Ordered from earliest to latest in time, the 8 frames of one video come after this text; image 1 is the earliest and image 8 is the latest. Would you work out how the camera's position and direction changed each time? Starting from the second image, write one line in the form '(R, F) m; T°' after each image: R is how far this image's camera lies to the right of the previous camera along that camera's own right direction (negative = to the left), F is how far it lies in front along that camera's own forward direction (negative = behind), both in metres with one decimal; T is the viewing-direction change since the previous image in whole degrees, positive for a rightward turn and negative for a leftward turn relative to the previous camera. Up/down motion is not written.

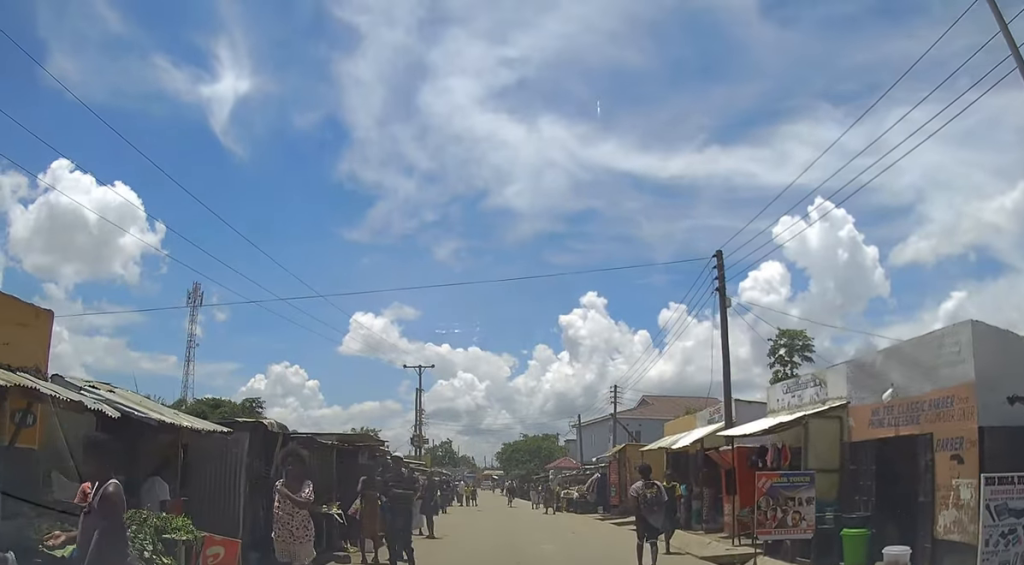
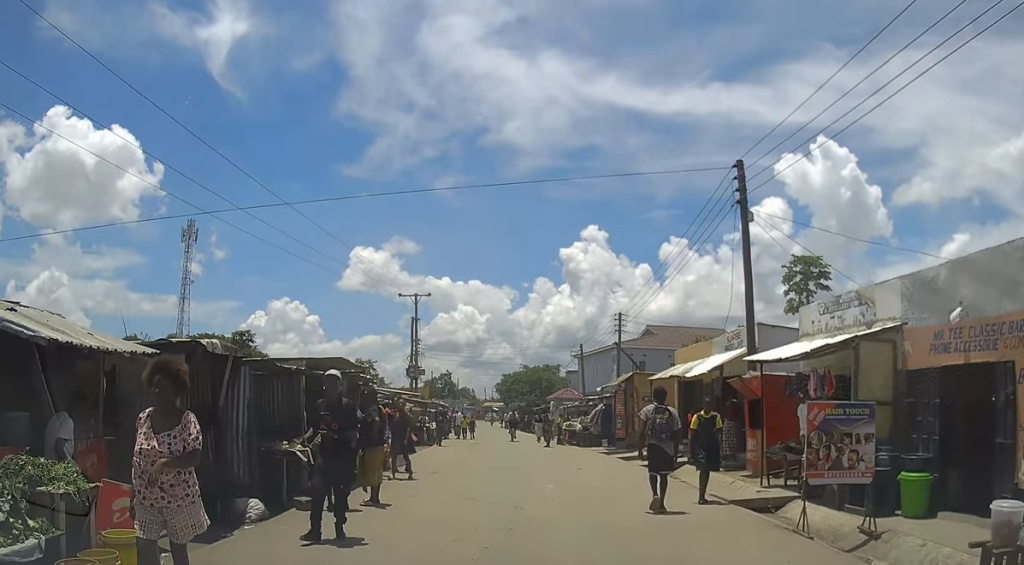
(0.0, +1.9) m; +1°
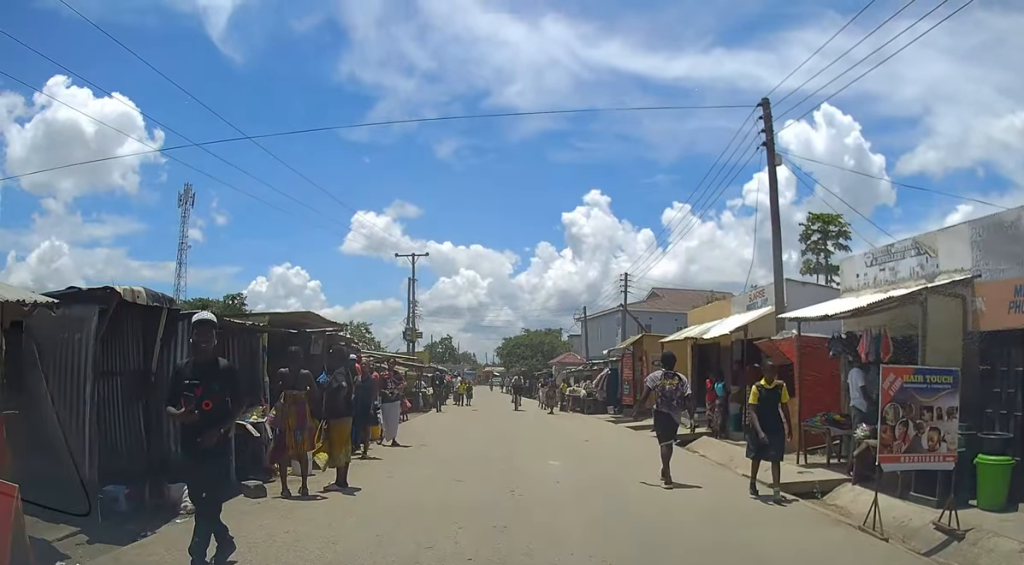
(0.0, +1.8) m; -1°
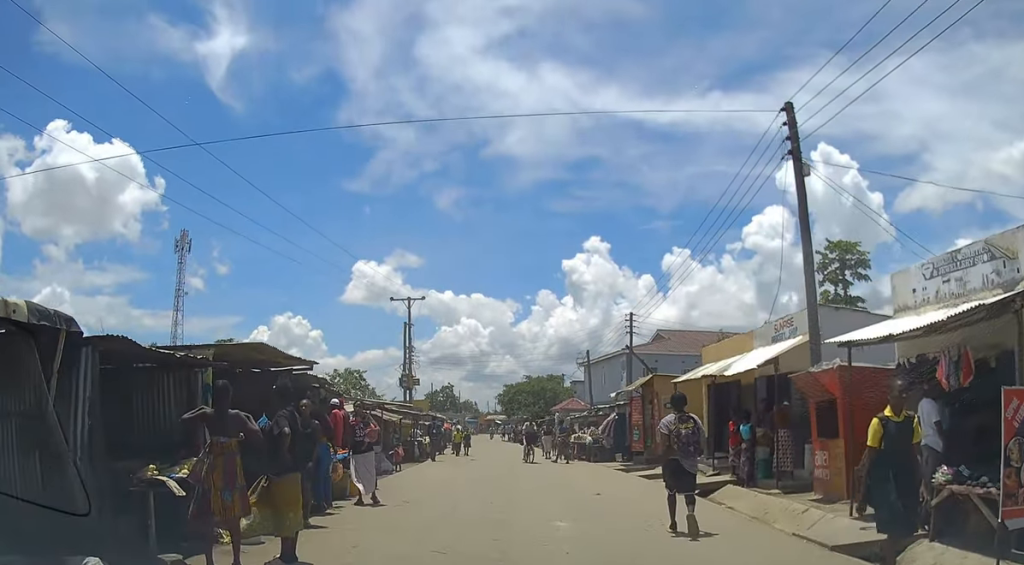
(0.0, +1.8) m; -1°
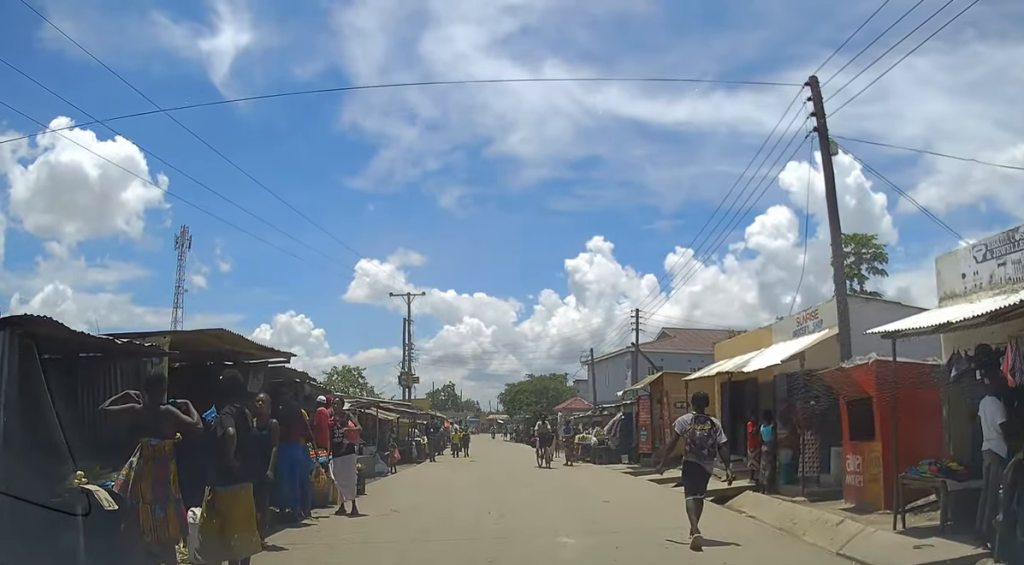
(-0.1, +1.1) m; 0°
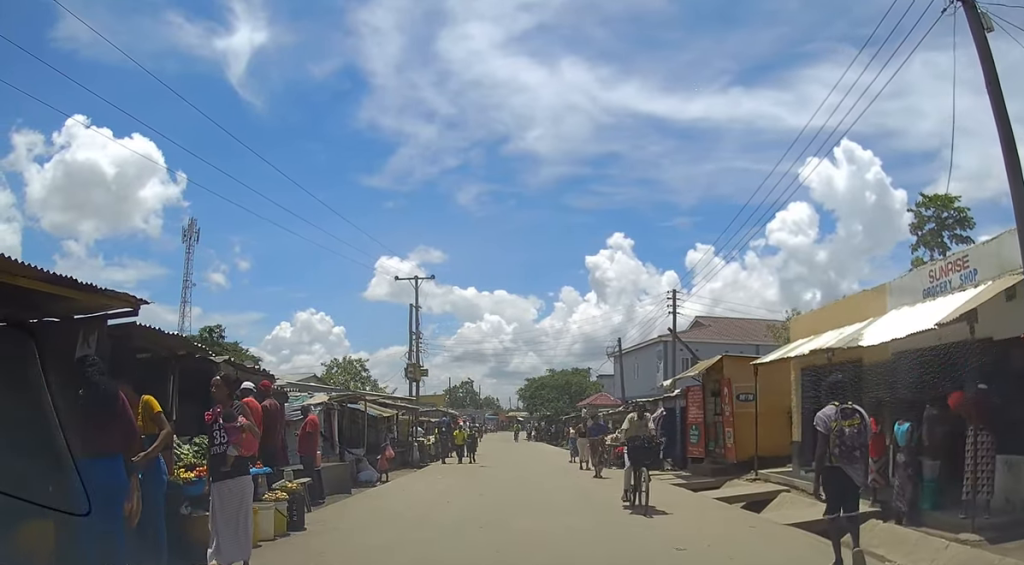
(0.0, +4.4) m; -1°
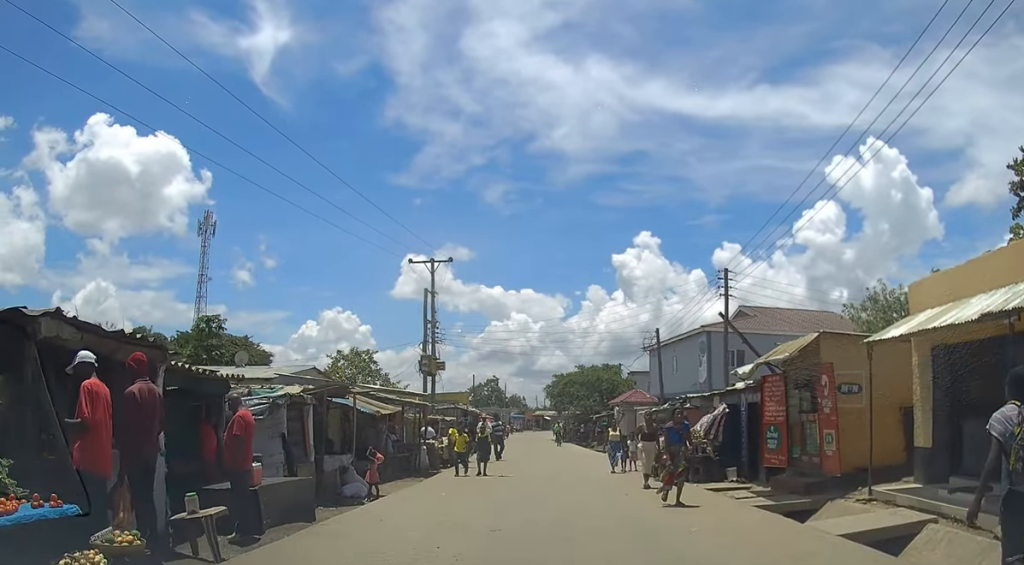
(0.0, +4.1) m; -3°
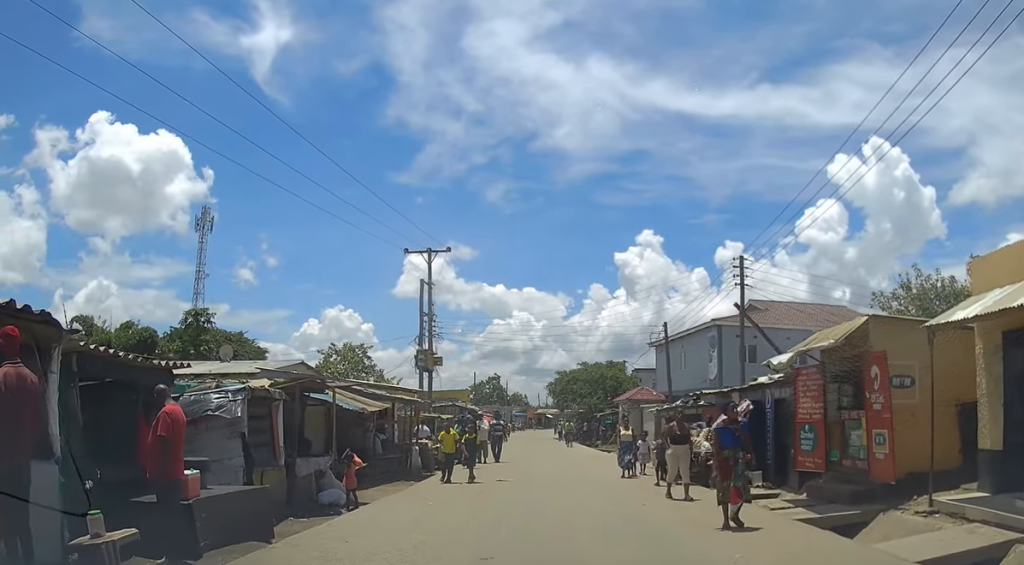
(-0.1, +1.8) m; 0°
